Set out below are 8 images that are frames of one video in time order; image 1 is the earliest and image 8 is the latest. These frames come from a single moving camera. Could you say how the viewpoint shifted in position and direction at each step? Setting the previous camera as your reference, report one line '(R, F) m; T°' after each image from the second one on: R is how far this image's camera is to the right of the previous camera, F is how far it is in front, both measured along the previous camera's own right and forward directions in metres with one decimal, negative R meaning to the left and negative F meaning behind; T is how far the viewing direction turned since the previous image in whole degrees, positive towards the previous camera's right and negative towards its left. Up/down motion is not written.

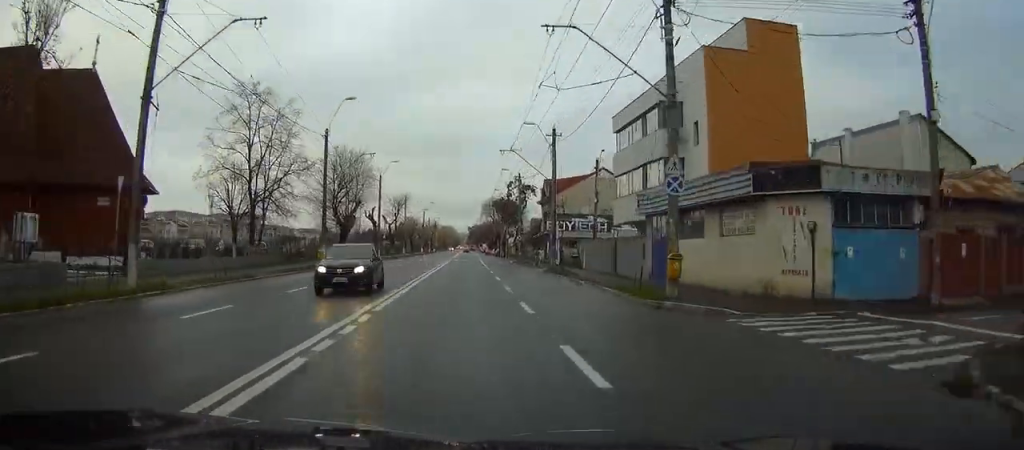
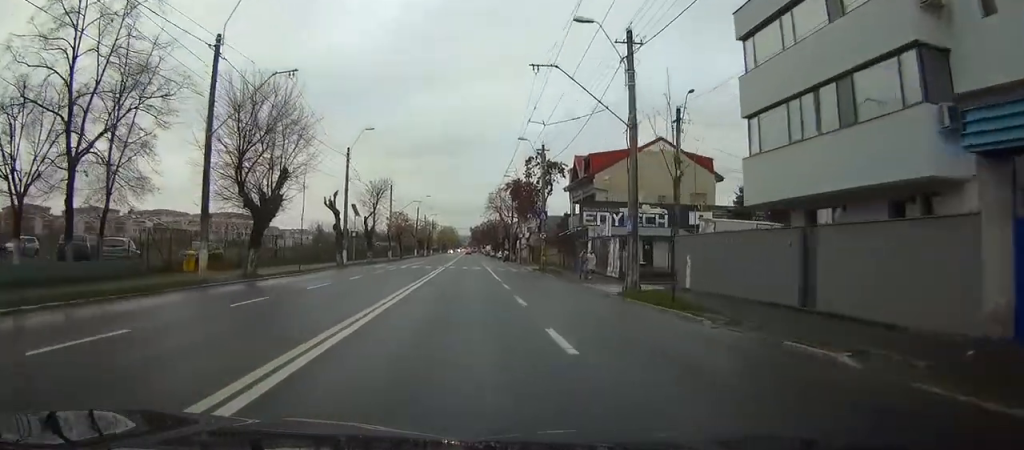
(0.0, +23.4) m; 0°
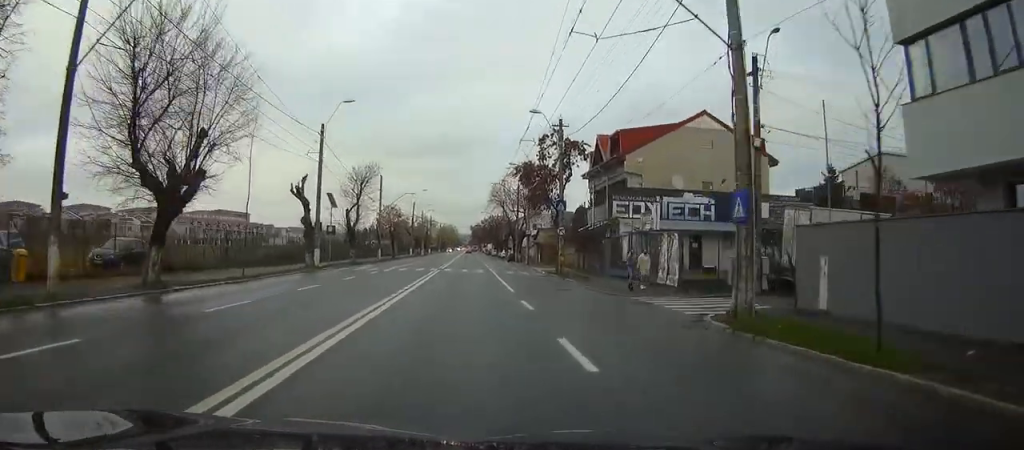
(0.0, +10.8) m; 0°
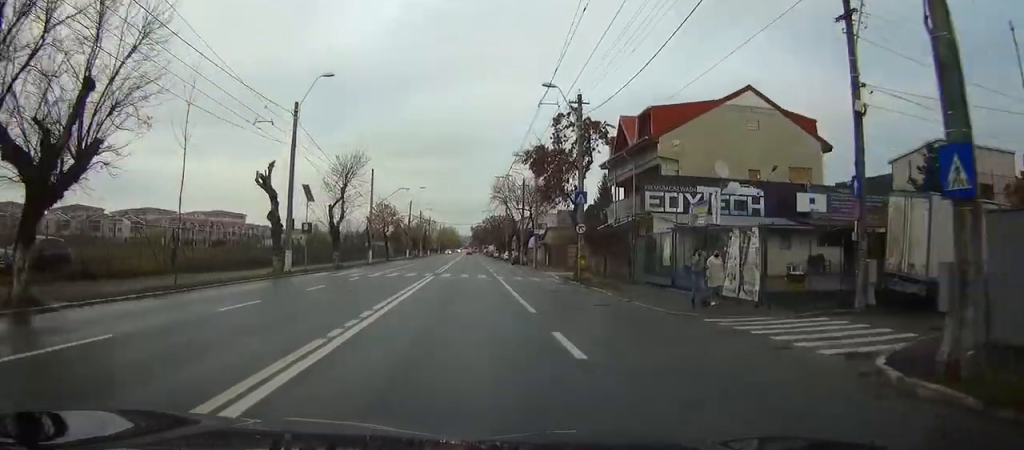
(-0.1, +7.8) m; 0°
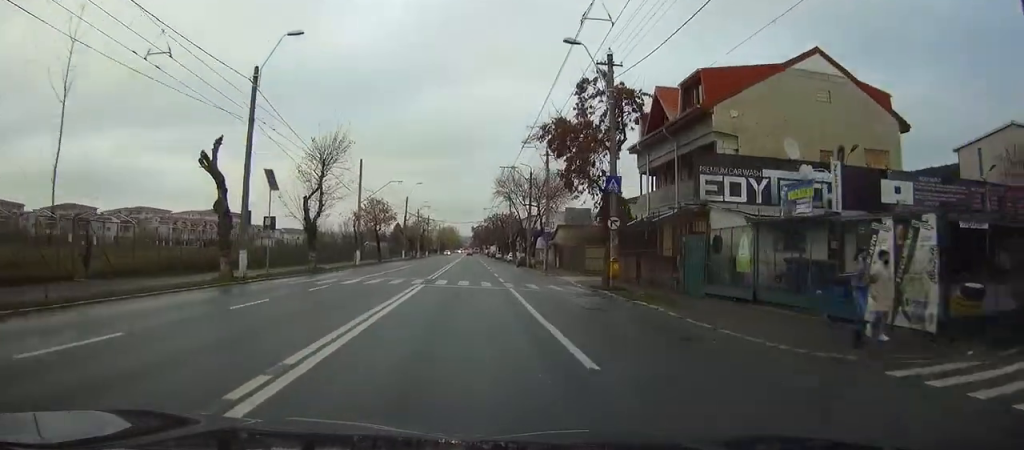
(-0.1, +8.4) m; 0°
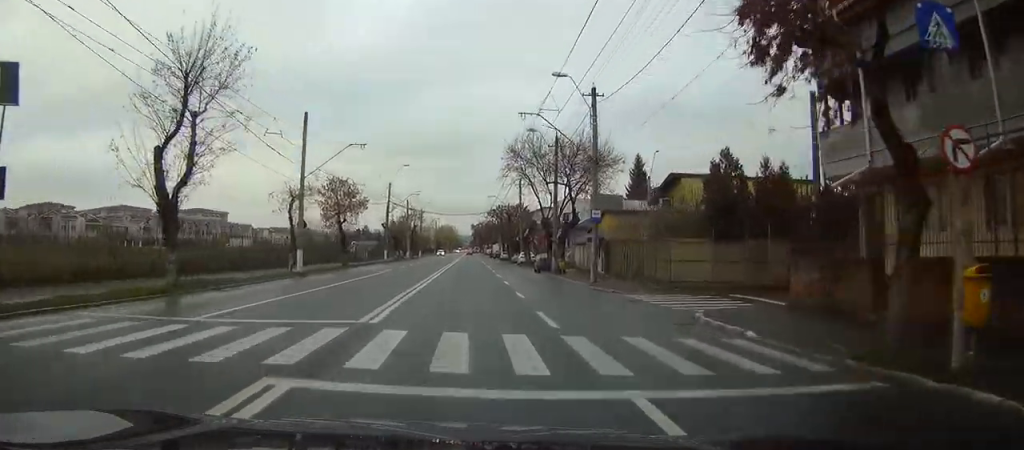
(+0.1, +21.9) m; 0°
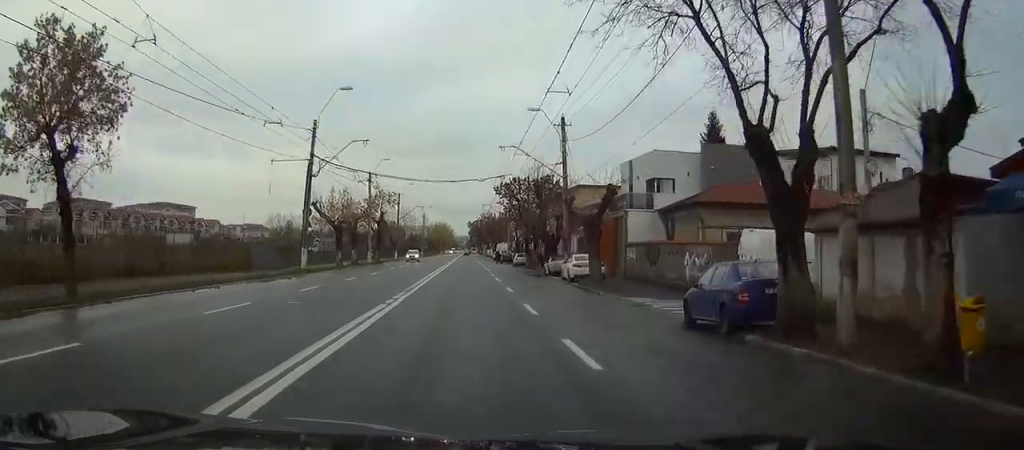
(-0.1, +40.2) m; 0°
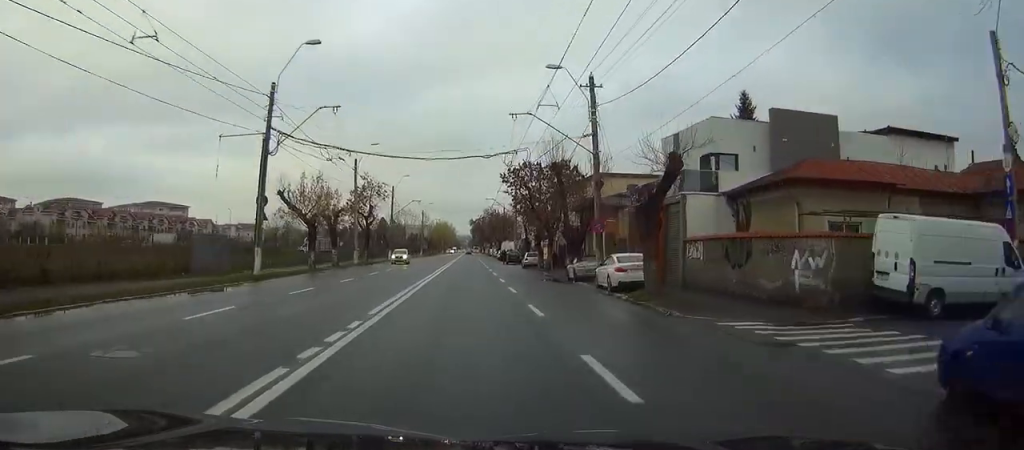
(0.0, +10.1) m; 0°
